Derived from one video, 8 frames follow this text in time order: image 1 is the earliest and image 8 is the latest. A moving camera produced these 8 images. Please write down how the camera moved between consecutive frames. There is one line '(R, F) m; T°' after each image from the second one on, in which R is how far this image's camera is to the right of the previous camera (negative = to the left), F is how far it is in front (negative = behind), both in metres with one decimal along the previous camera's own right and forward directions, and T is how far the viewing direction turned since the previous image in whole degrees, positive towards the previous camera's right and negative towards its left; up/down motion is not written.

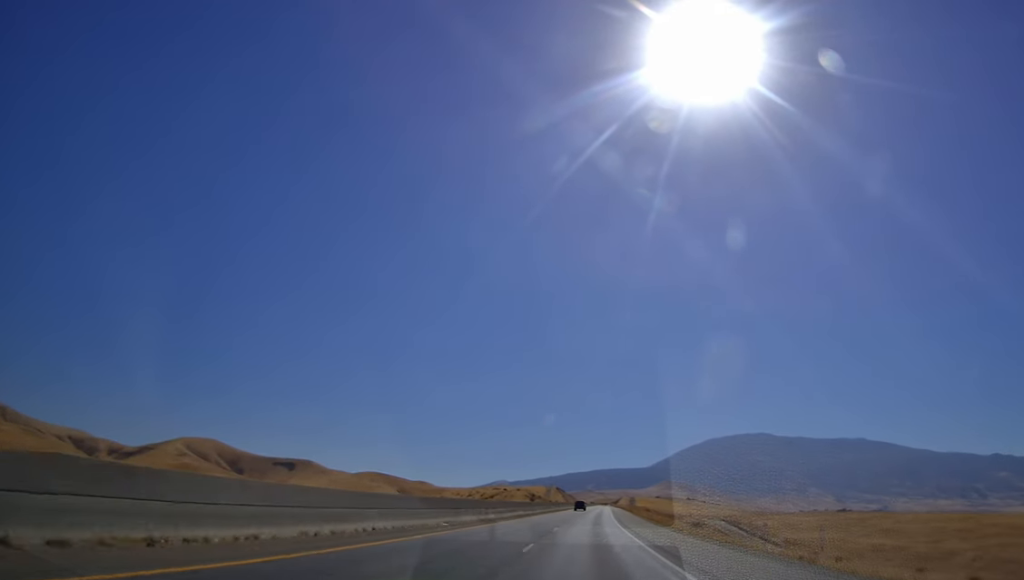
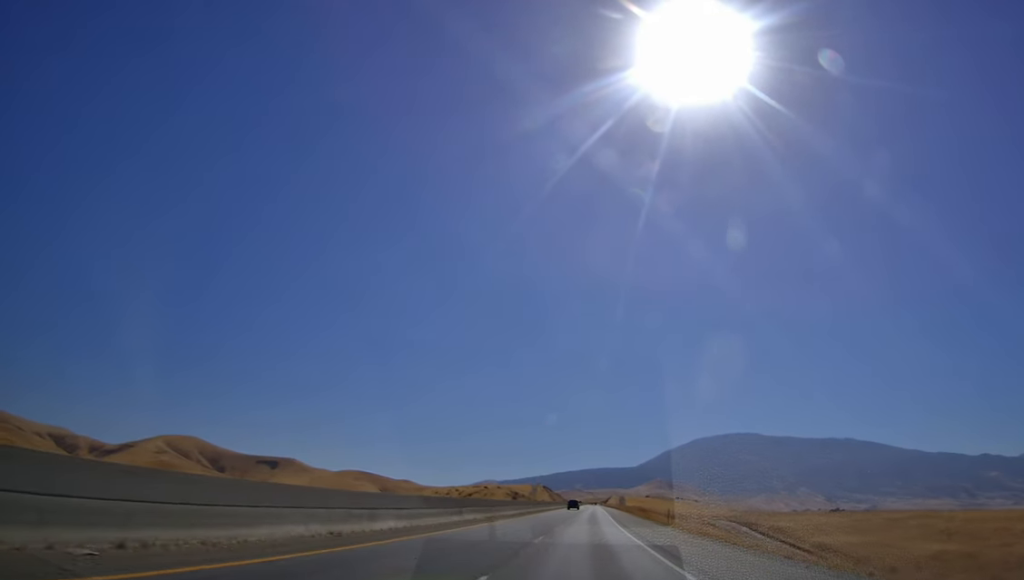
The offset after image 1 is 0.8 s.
(+0.6, +24.8) m; +1°
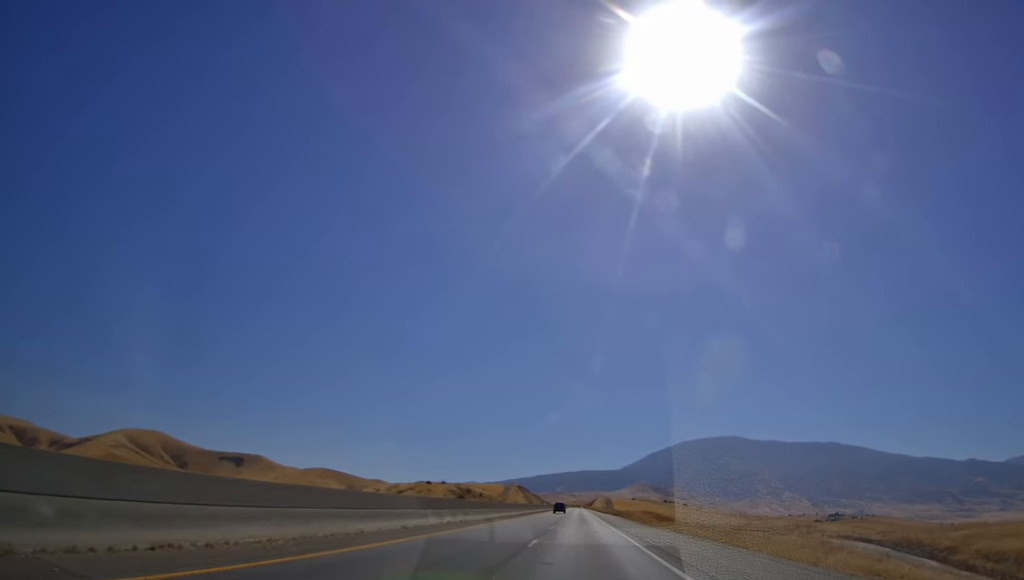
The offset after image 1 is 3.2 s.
(+1.8, +74.1) m; +2°
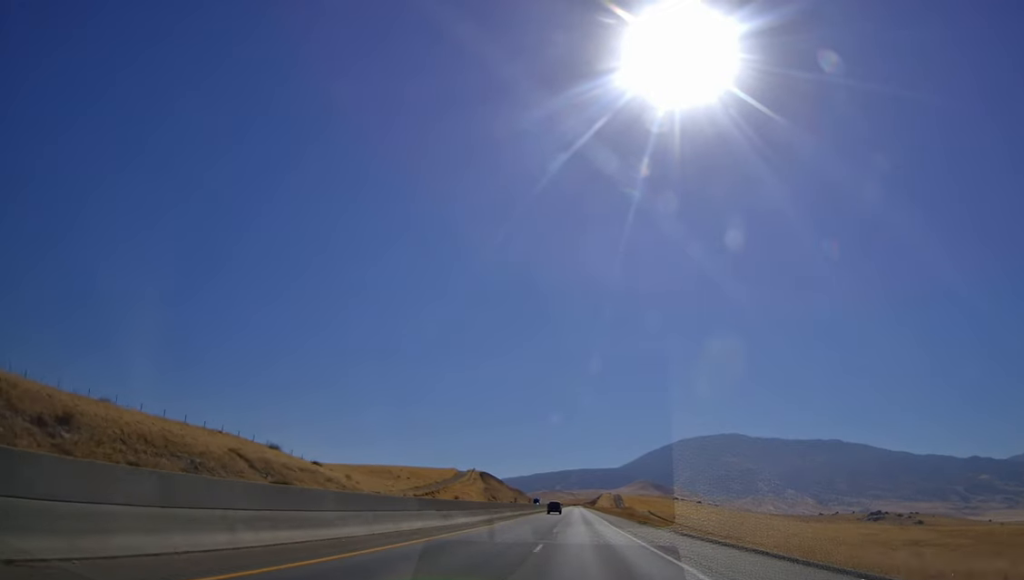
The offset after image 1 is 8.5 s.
(+3.0, +162.1) m; +1°
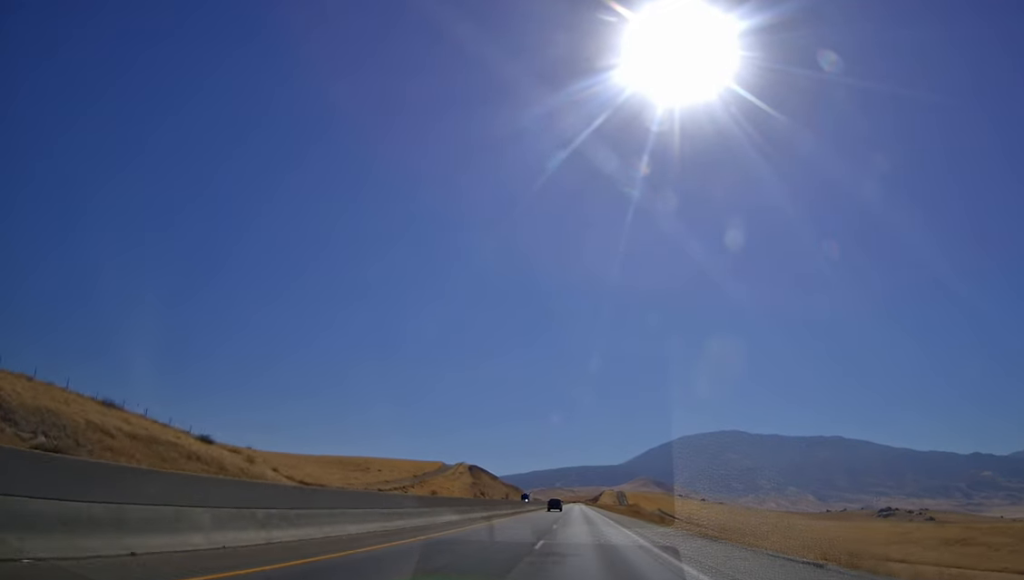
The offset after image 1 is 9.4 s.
(+0.2, +28.6) m; 0°
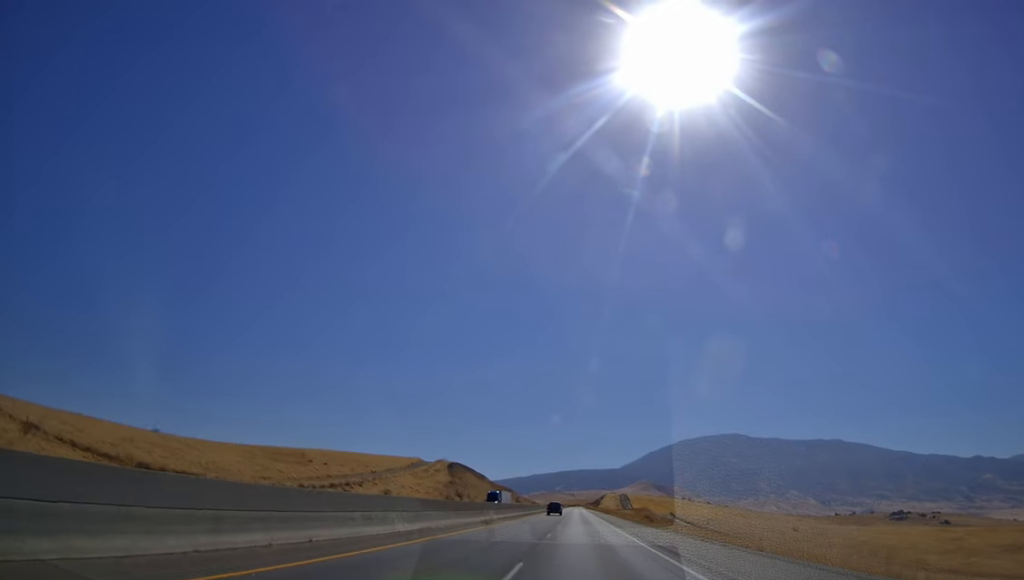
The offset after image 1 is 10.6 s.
(-0.2, +36.7) m; 0°
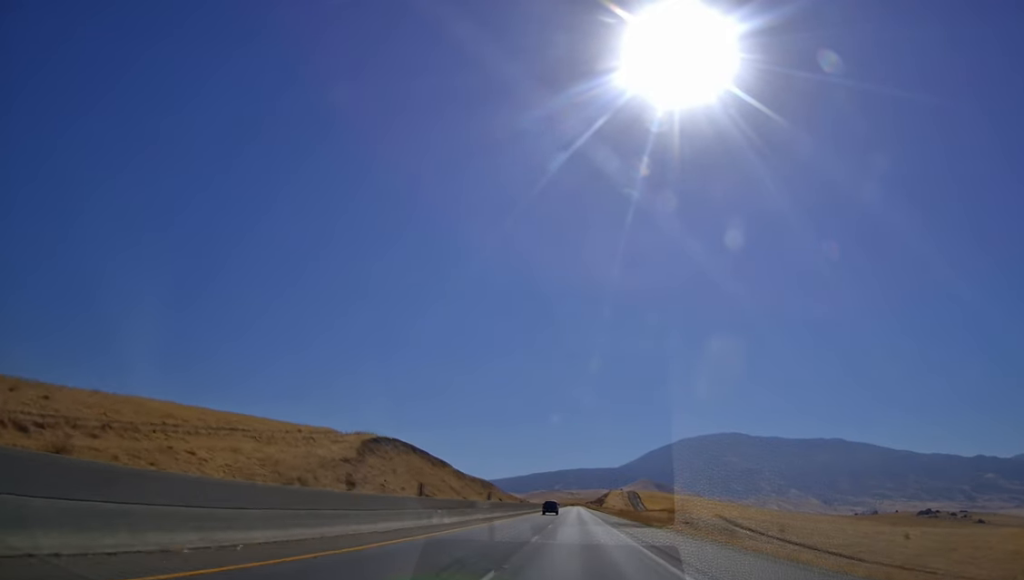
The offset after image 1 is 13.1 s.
(+0.5, +75.1) m; +1°
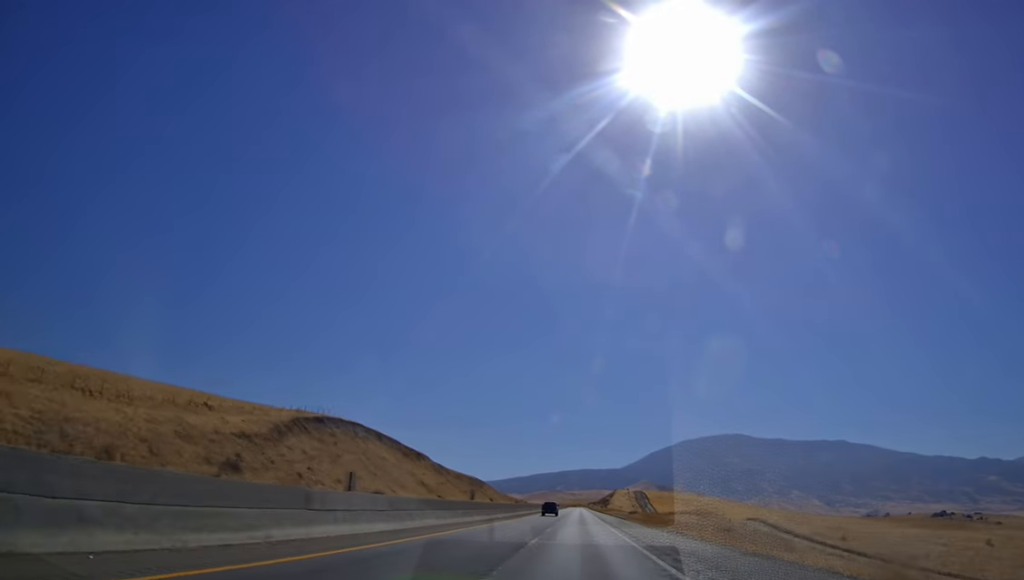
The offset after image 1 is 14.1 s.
(+0.2, +30.3) m; 0°
